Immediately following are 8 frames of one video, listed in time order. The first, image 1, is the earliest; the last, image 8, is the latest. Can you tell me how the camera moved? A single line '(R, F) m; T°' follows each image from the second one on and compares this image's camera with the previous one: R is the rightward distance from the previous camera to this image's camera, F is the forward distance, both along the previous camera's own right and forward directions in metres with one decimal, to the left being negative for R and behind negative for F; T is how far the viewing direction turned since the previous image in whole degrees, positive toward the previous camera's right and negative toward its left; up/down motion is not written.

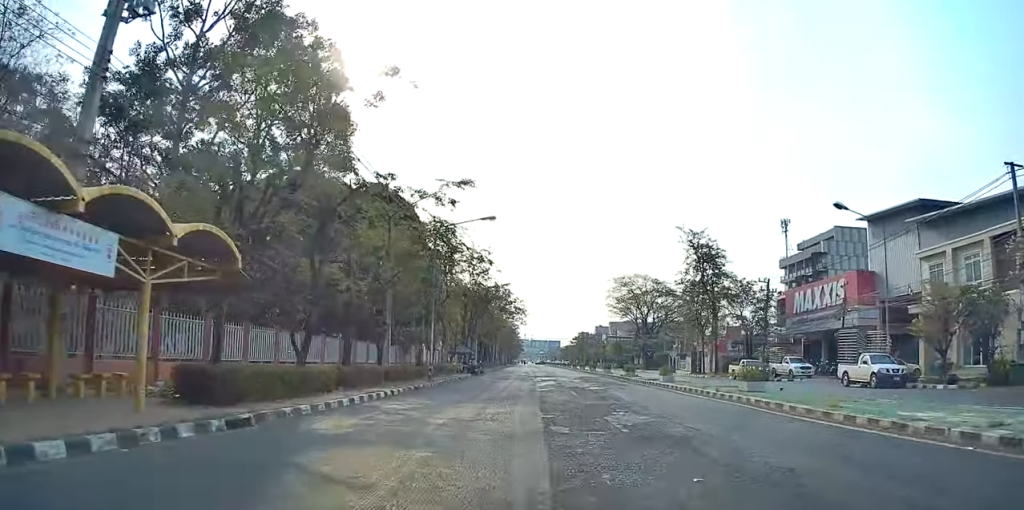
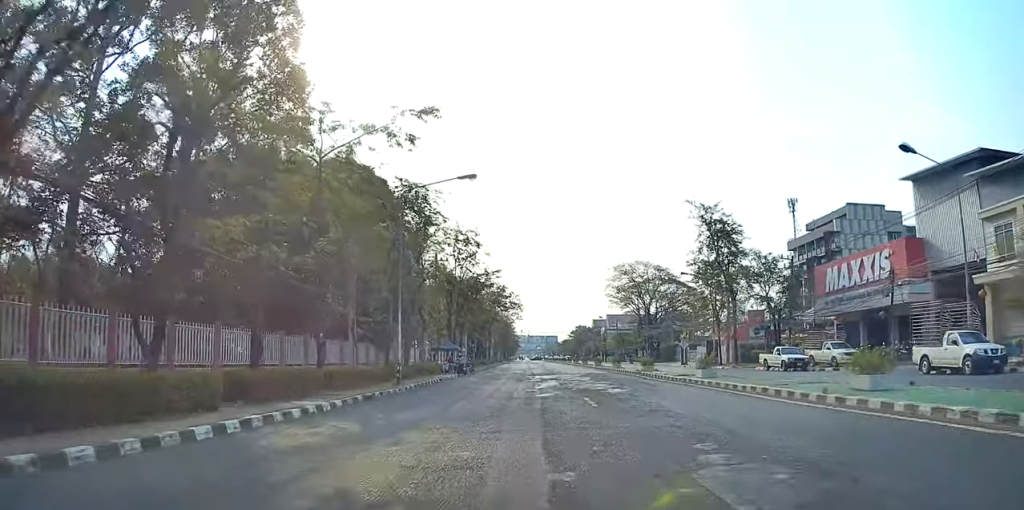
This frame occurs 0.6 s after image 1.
(0.0, +7.9) m; +1°
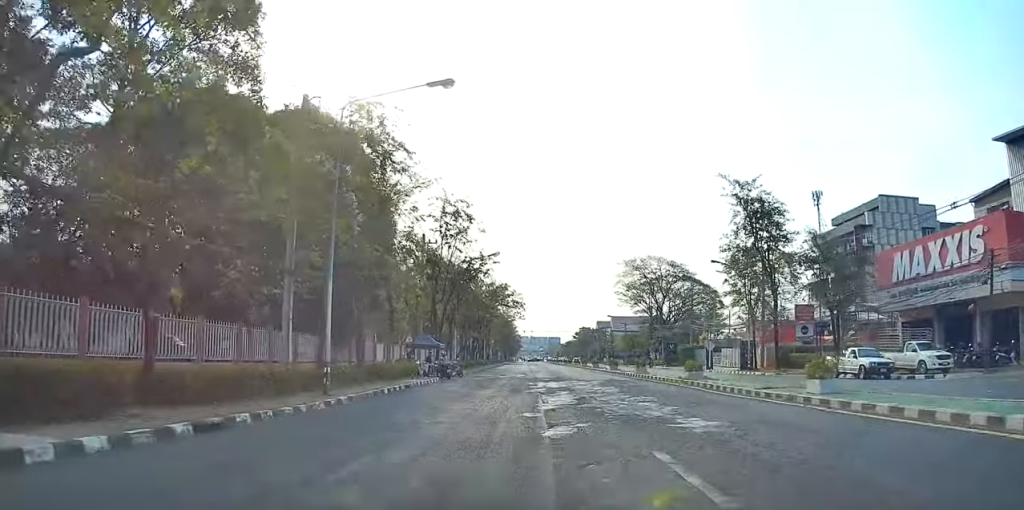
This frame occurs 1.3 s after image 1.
(+0.5, +9.4) m; -2°
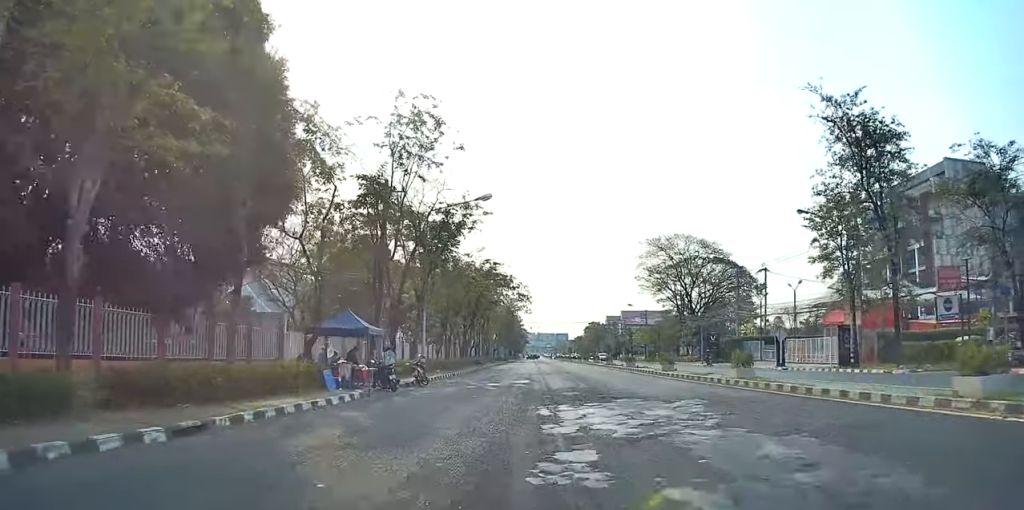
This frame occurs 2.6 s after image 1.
(-0.9, +17.1) m; 0°
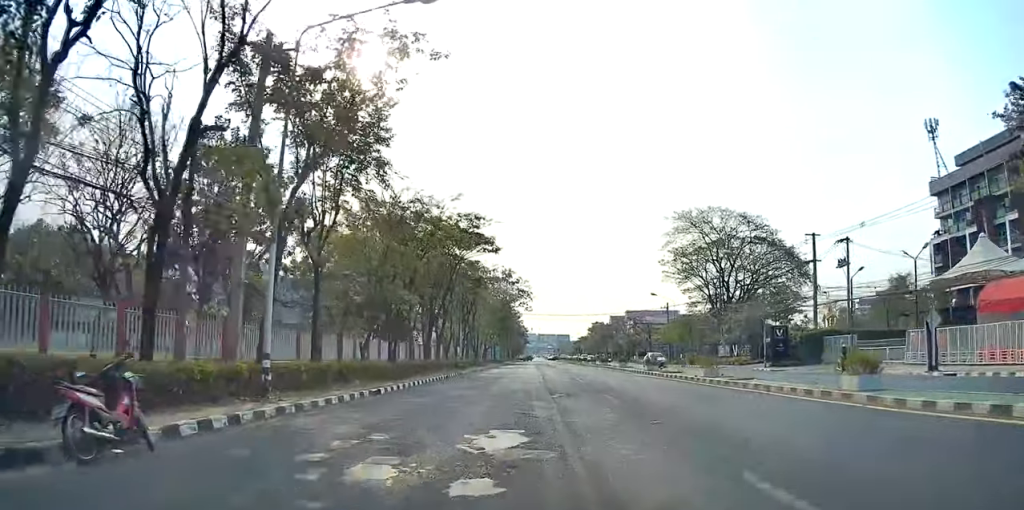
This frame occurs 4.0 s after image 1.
(+0.8, +19.1) m; 0°
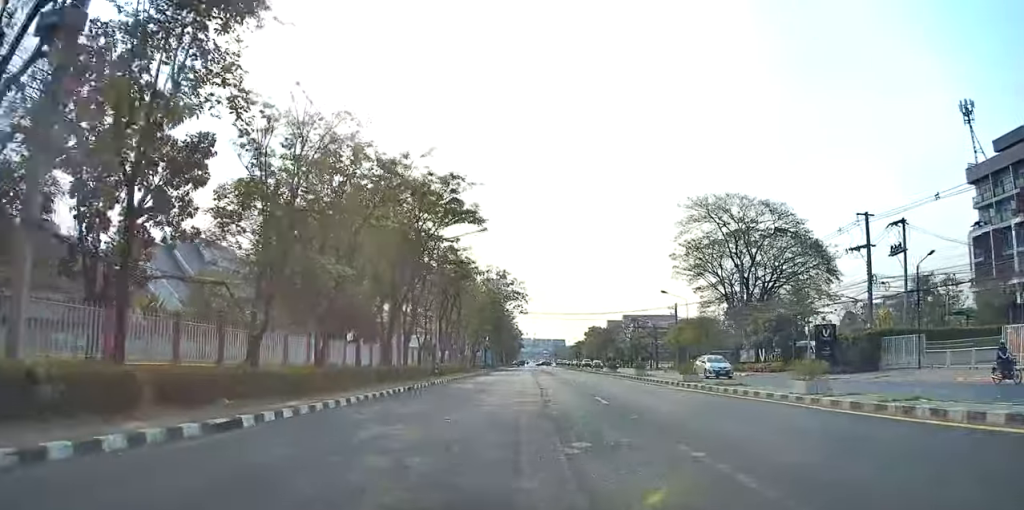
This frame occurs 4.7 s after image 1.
(-0.2, +10.0) m; -1°
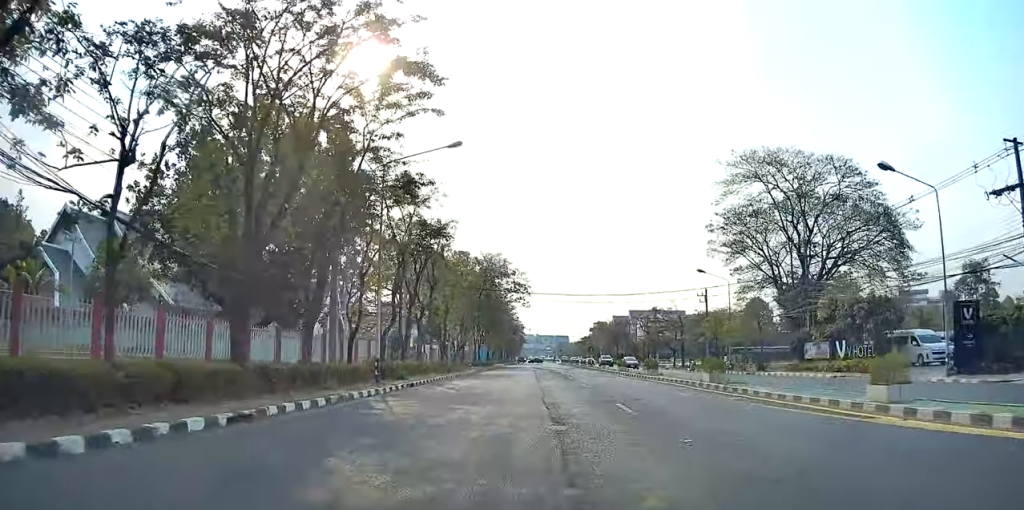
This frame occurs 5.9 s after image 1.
(+0.1, +15.8) m; +1°
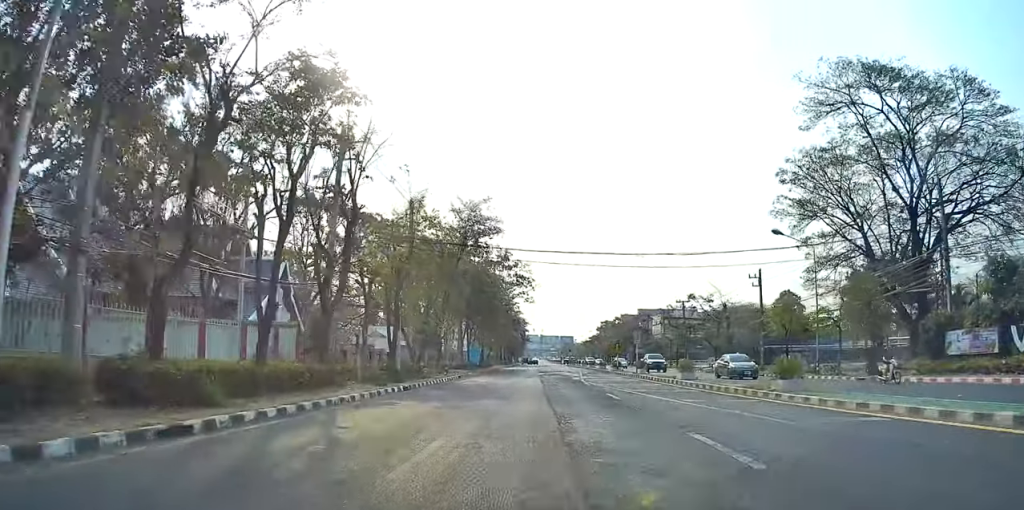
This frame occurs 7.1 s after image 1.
(+0.2, +18.0) m; +1°
